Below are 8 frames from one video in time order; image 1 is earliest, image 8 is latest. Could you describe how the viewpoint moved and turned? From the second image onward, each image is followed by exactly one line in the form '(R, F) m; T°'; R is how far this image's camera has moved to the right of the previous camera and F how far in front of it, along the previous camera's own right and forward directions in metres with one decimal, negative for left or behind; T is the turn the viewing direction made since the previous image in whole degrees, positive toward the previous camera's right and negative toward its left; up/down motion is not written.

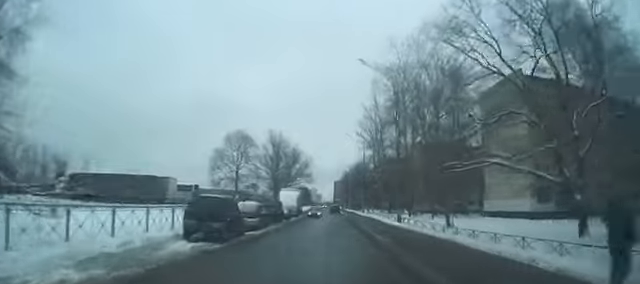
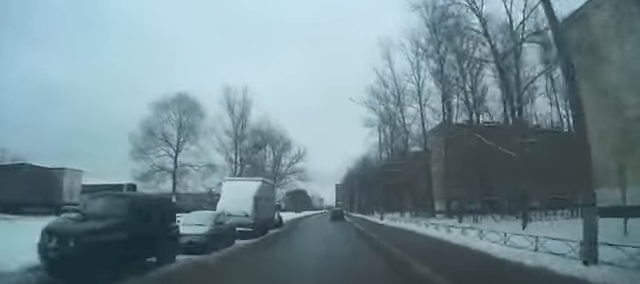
(+0.2, +18.4) m; 0°
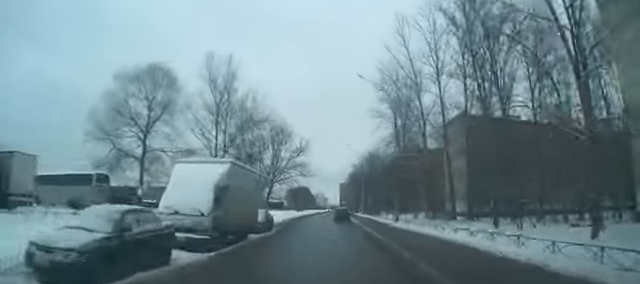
(0.0, +6.3) m; -1°
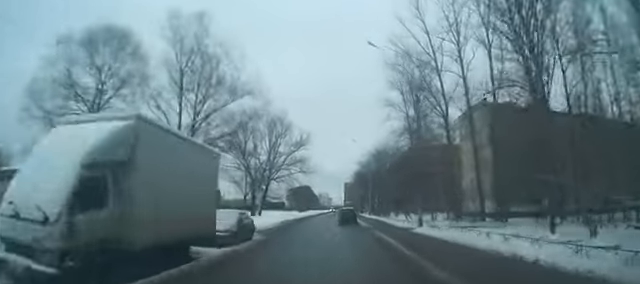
(-0.1, +6.2) m; -1°
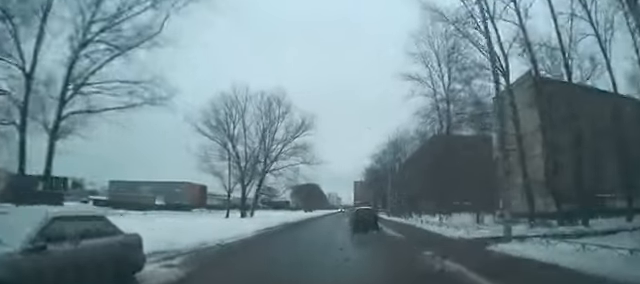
(-0.1, +10.2) m; -1°
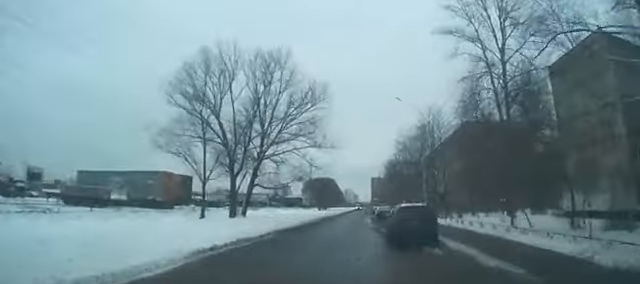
(0.0, +10.3) m; 0°
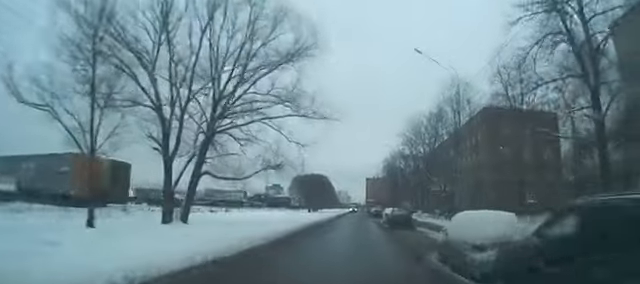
(+0.1, +11.5) m; +1°
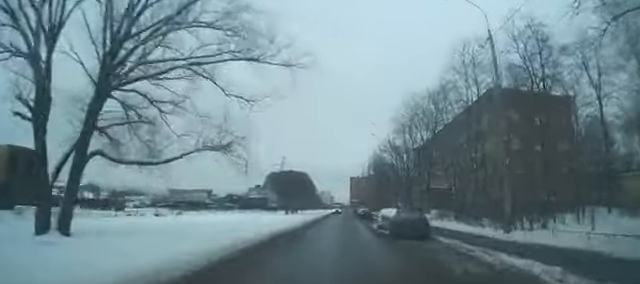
(+0.2, +9.0) m; +1°
